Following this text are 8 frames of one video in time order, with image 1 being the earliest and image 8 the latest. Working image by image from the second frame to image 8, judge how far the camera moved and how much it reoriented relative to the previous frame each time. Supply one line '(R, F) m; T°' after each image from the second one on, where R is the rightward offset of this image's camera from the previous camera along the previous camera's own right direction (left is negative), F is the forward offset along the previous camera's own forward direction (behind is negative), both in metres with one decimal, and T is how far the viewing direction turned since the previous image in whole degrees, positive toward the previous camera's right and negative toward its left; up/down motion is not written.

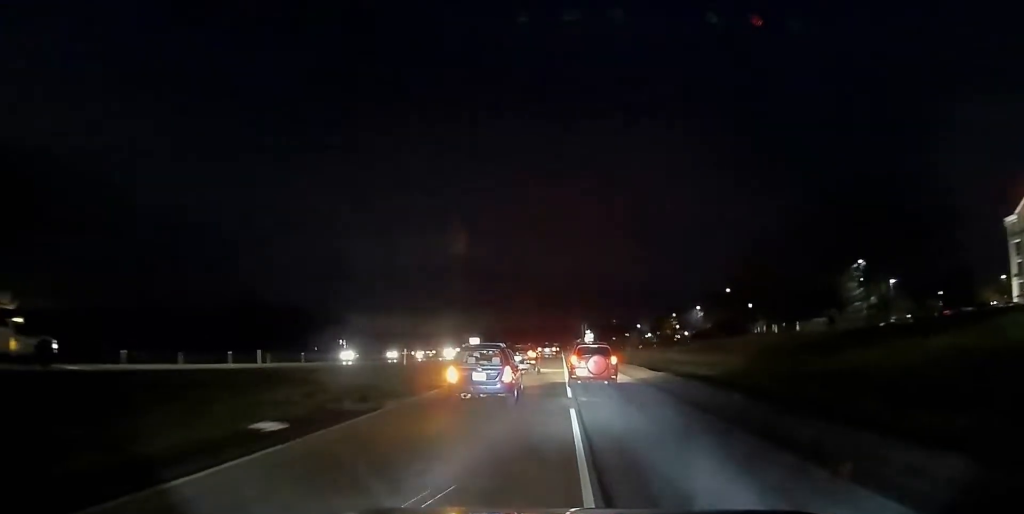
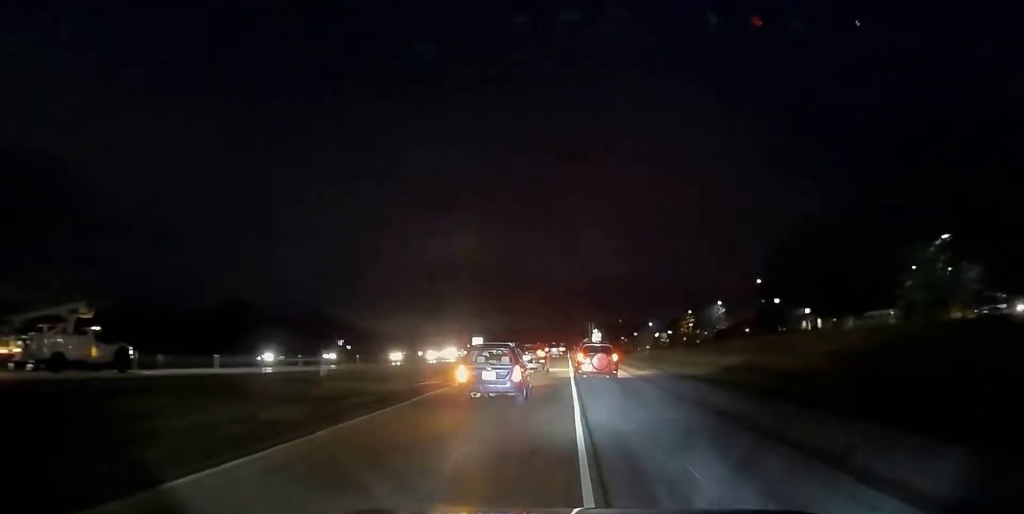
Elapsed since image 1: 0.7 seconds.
(+0.1, +16.3) m; +1°
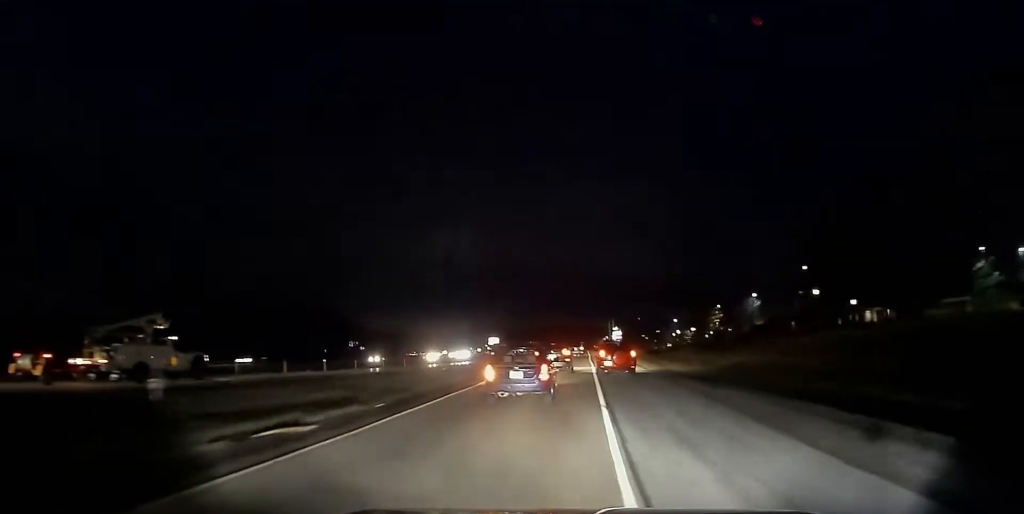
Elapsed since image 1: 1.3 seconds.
(+0.6, +13.2) m; +1°
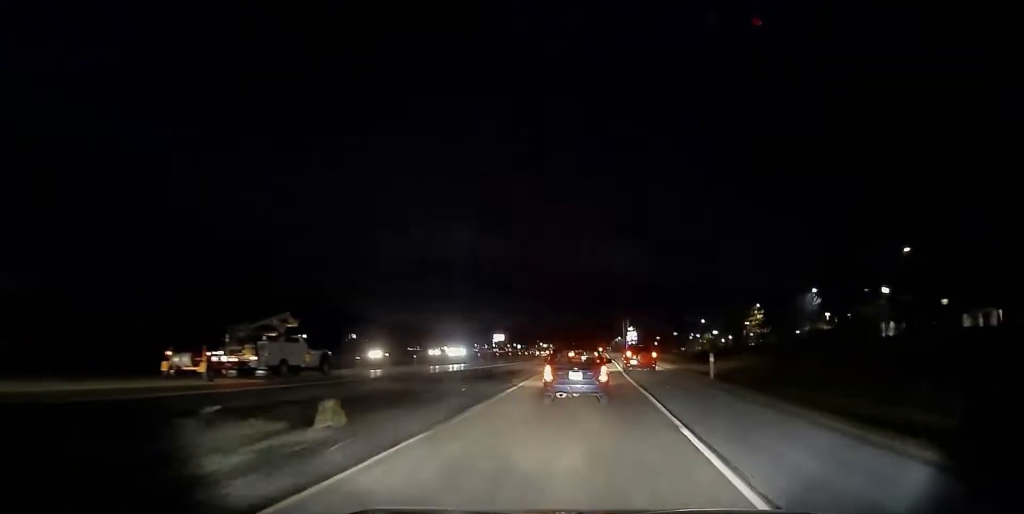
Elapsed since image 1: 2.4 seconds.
(-0.4, +26.7) m; -2°
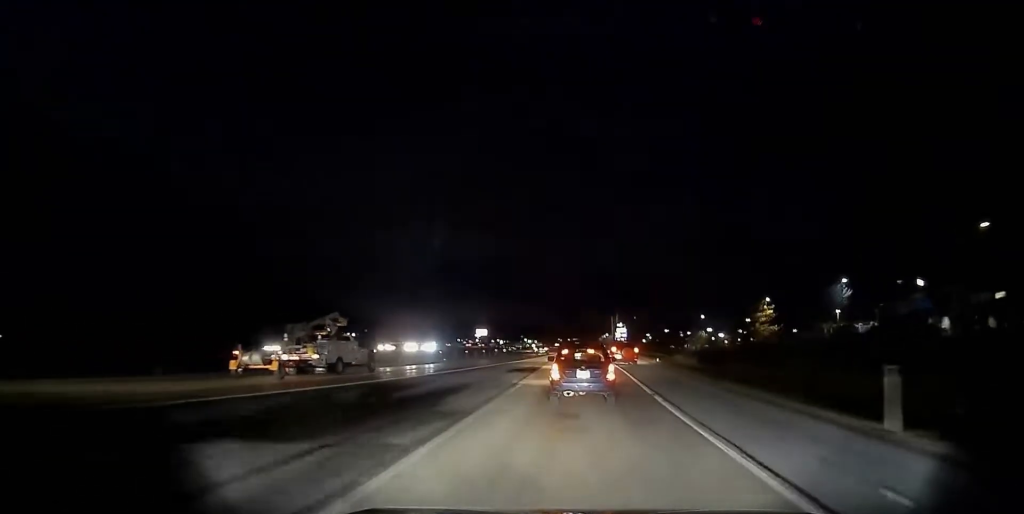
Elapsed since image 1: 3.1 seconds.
(-0.2, +16.7) m; 0°
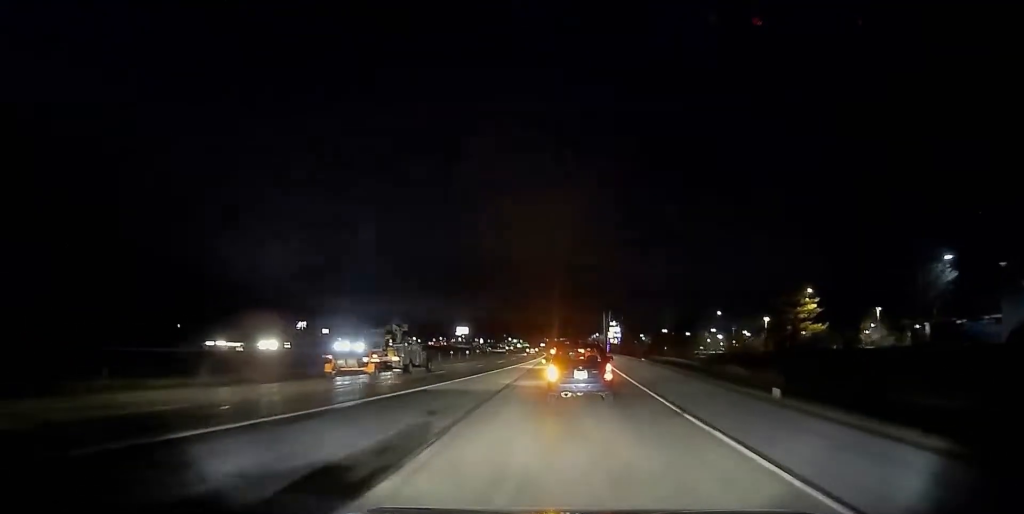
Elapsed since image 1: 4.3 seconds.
(0.0, +29.0) m; +1°
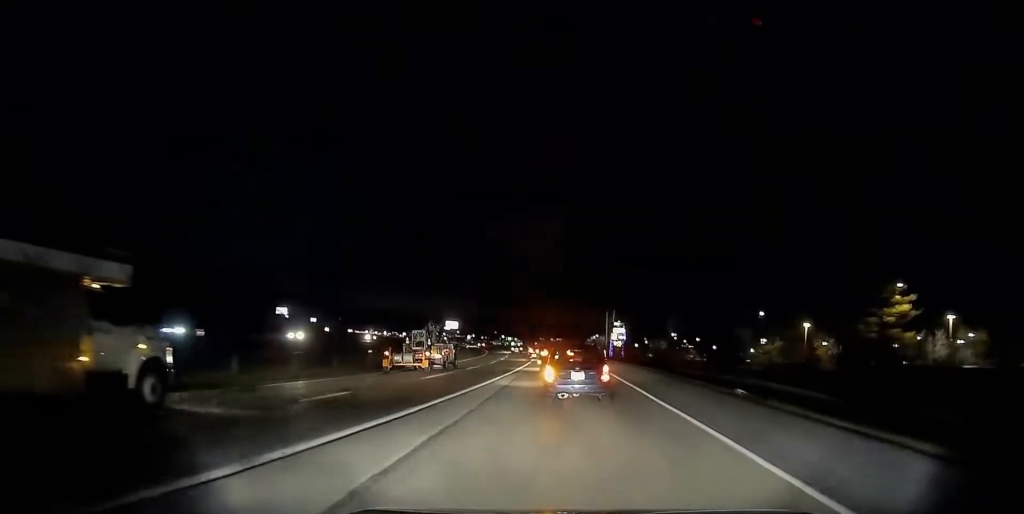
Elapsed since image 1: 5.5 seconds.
(+0.3, +30.8) m; 0°
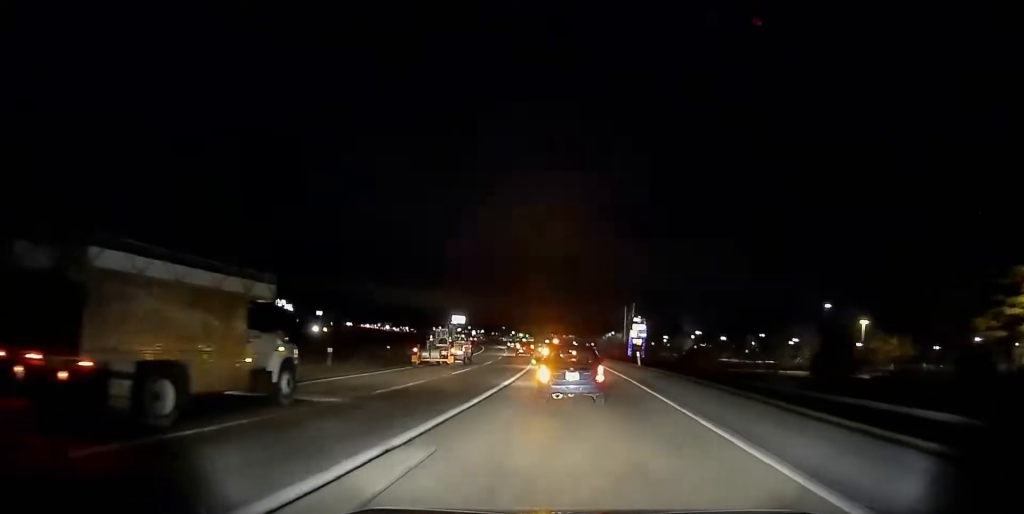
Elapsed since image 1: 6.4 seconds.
(-0.2, +22.0) m; -1°
